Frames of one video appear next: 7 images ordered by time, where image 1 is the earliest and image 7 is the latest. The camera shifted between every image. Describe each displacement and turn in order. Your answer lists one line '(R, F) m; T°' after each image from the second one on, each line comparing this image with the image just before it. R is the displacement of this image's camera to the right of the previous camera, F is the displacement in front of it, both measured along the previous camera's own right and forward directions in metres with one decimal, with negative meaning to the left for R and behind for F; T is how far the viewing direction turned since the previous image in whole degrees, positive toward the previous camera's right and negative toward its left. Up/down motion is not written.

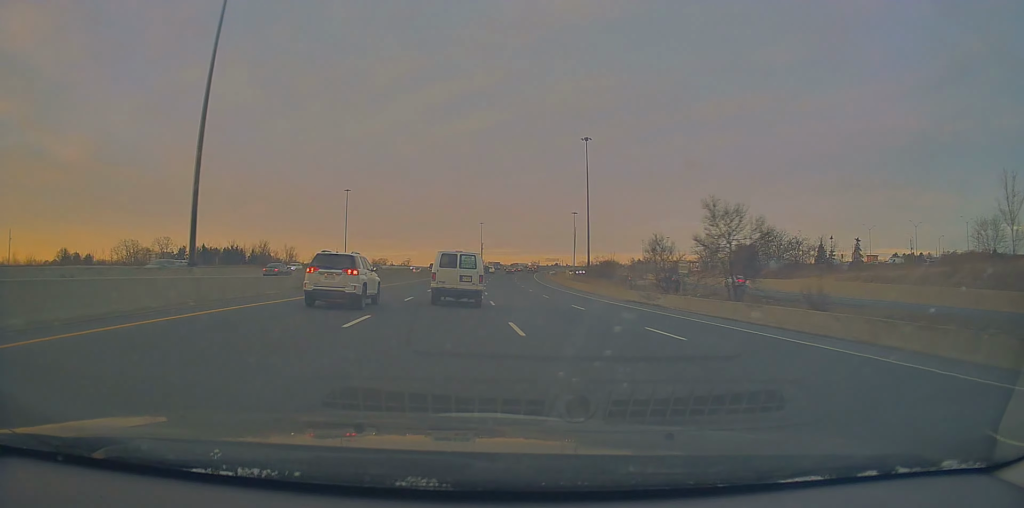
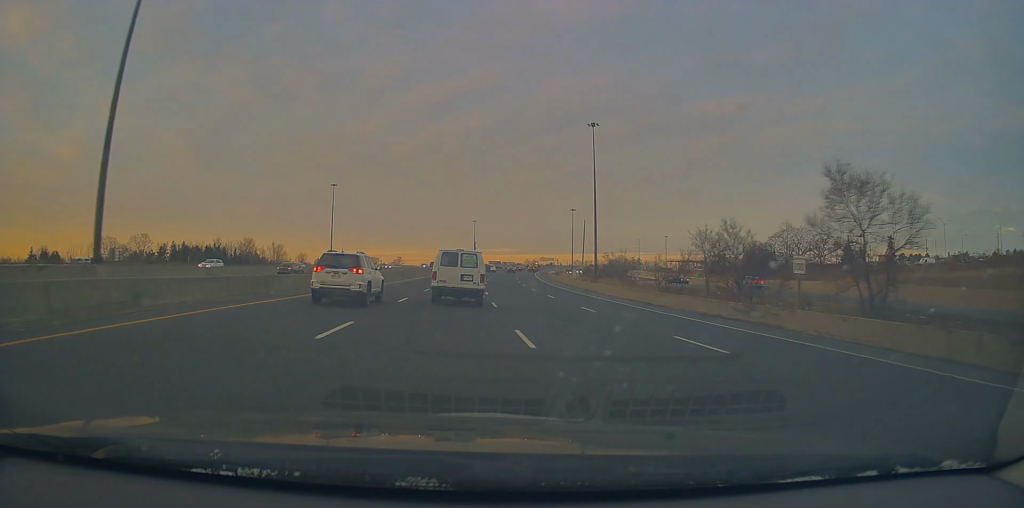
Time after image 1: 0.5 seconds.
(+0.4, +14.2) m; +2°
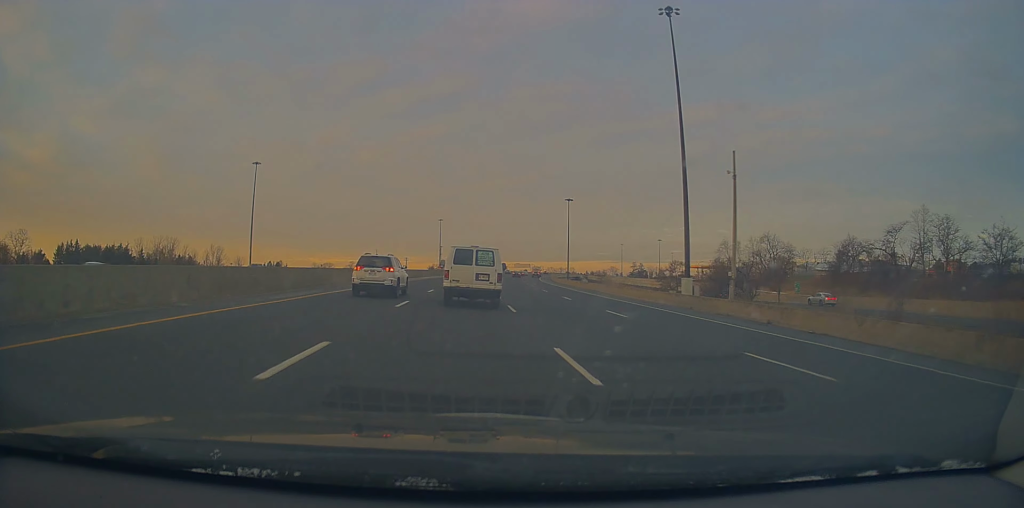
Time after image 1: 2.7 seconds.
(-0.8, +63.2) m; +2°
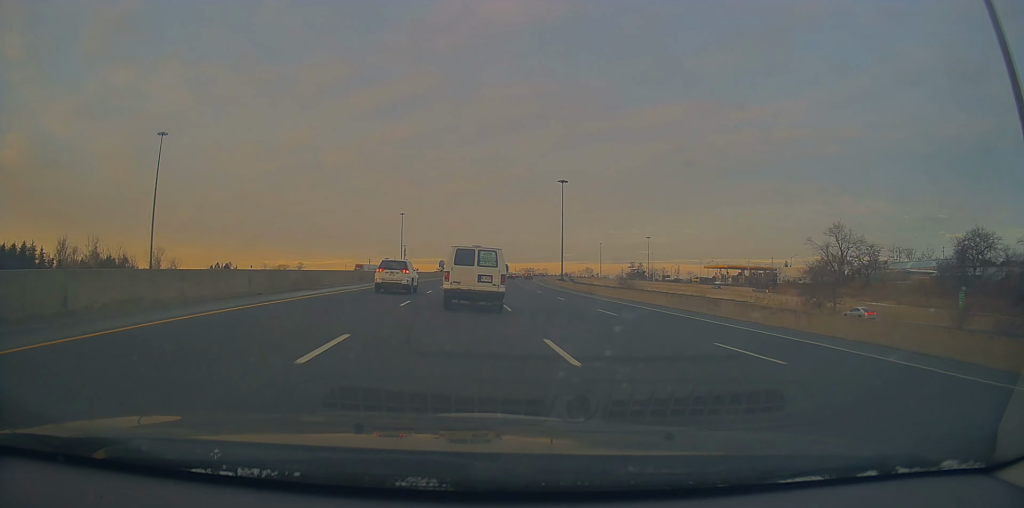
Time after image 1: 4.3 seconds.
(+2.5, +47.2) m; +3°
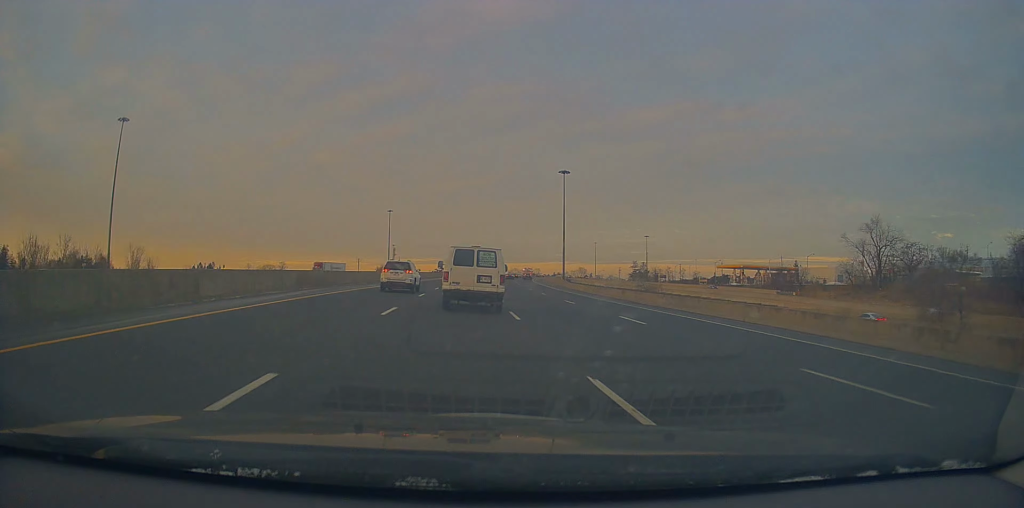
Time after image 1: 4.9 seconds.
(+0.1, +16.1) m; +1°
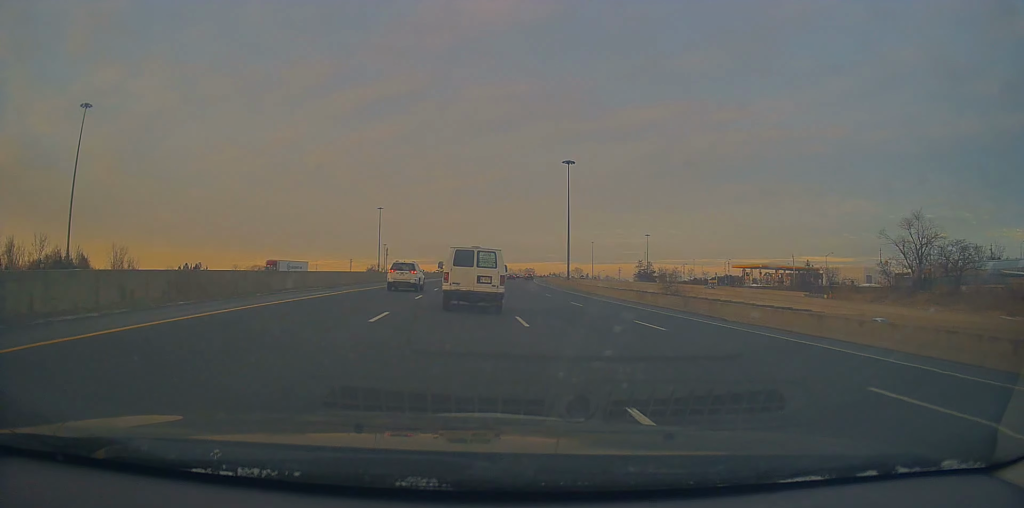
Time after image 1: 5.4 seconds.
(0.0, +14.1) m; +1°
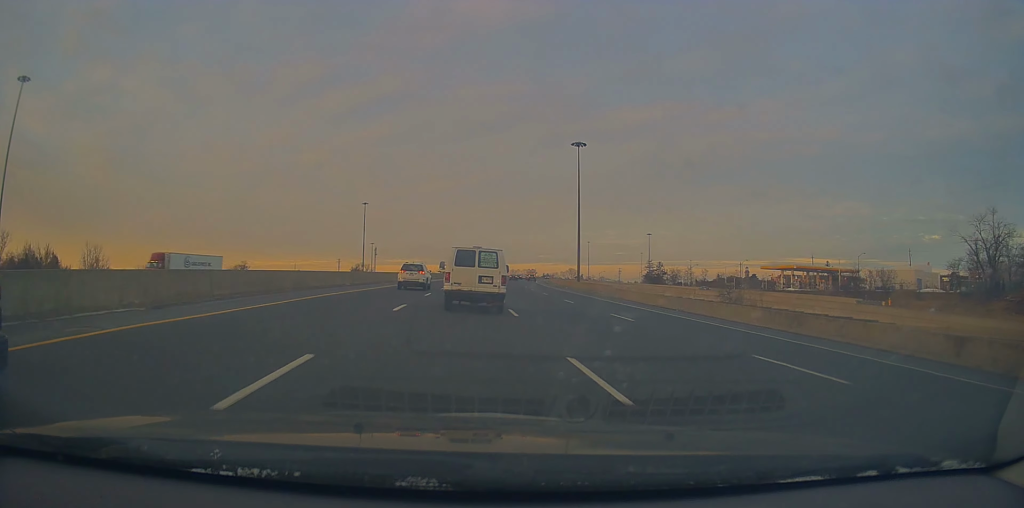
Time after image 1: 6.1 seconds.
(+0.4, +20.4) m; +1°
